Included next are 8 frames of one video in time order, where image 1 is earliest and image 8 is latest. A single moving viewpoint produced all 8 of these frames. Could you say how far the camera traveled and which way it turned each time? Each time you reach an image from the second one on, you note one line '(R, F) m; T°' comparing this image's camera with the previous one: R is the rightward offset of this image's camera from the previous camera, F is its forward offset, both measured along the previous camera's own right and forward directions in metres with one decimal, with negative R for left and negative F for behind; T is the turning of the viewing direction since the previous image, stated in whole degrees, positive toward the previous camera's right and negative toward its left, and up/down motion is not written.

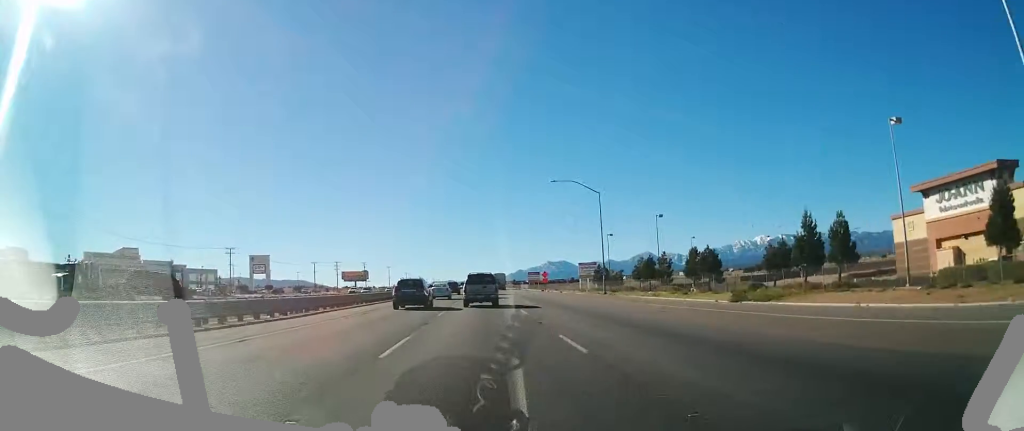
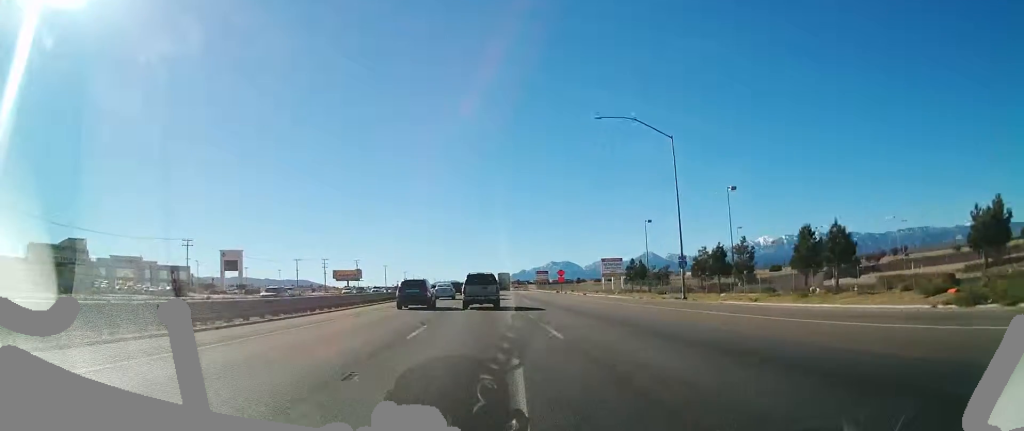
(+0.6, +26.0) m; 0°
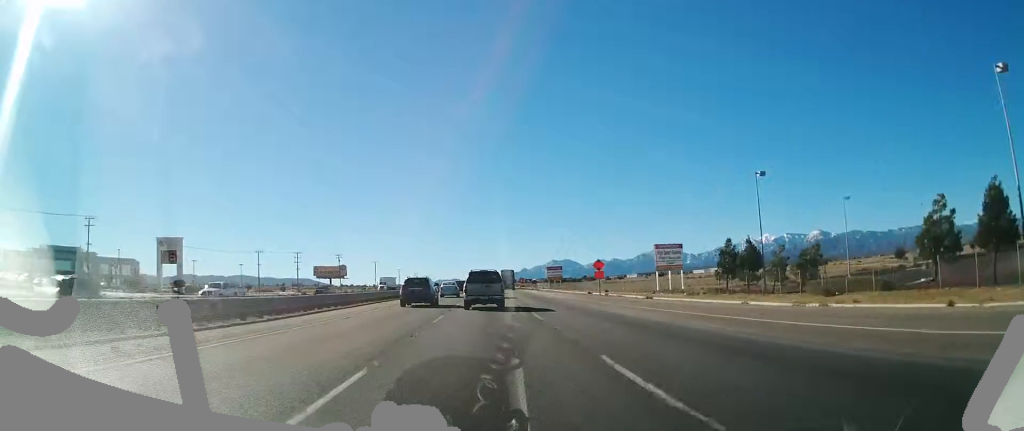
(-0.7, +39.1) m; -1°
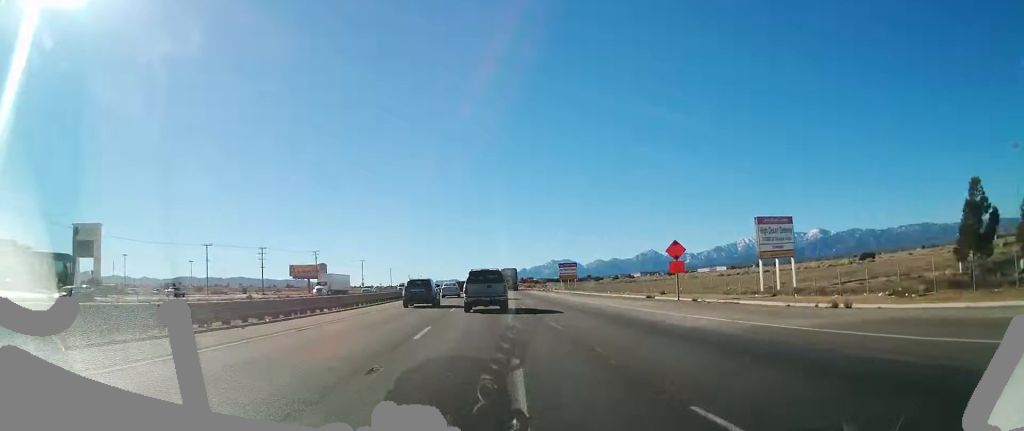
(+0.2, +34.7) m; 0°
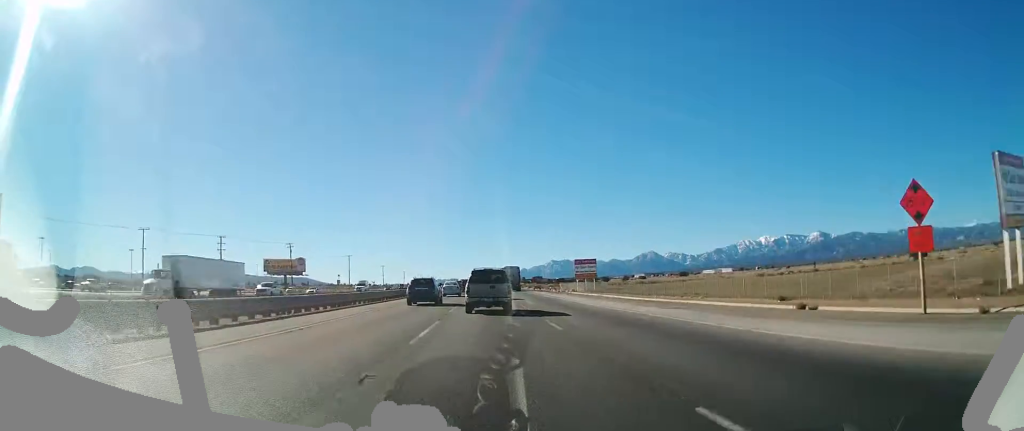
(0.0, +30.2) m; 0°
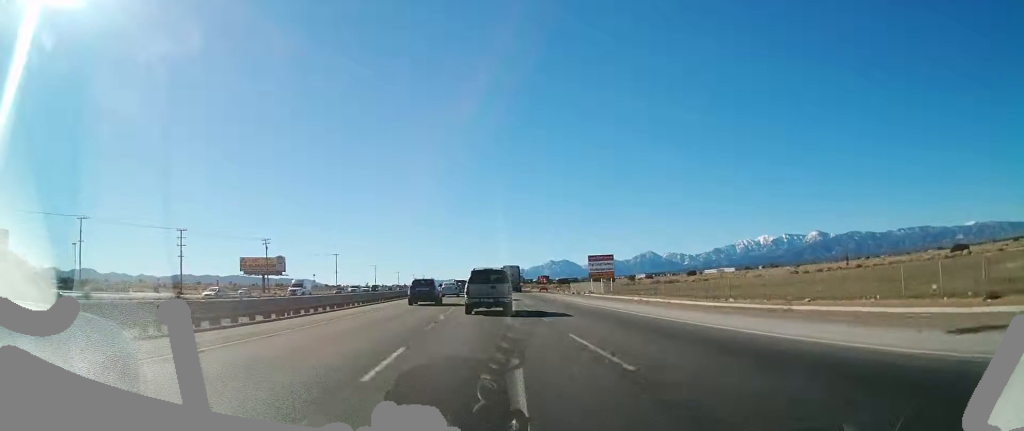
(0.0, +21.1) m; 0°
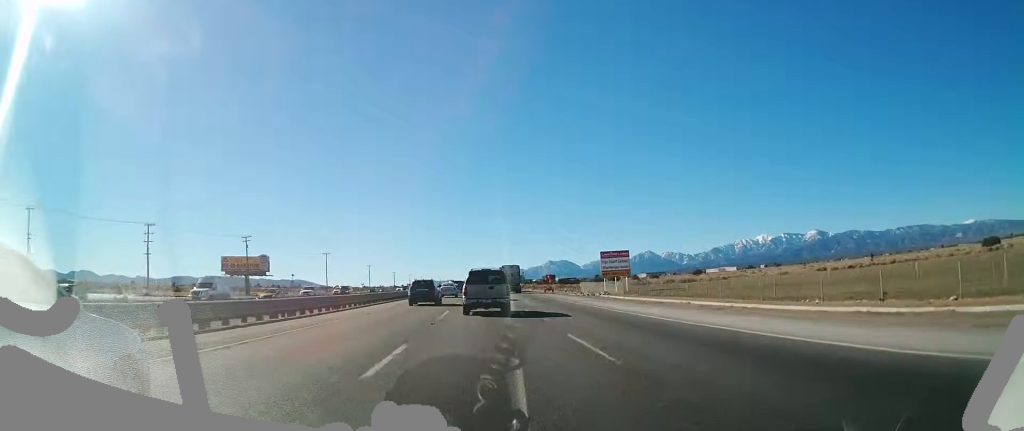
(0.0, +14.2) m; 0°
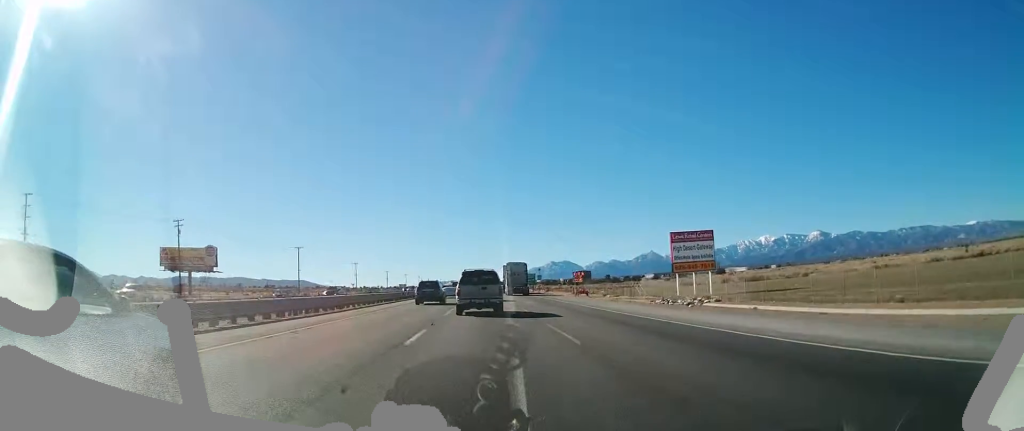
(+0.4, +39.4) m; +1°
